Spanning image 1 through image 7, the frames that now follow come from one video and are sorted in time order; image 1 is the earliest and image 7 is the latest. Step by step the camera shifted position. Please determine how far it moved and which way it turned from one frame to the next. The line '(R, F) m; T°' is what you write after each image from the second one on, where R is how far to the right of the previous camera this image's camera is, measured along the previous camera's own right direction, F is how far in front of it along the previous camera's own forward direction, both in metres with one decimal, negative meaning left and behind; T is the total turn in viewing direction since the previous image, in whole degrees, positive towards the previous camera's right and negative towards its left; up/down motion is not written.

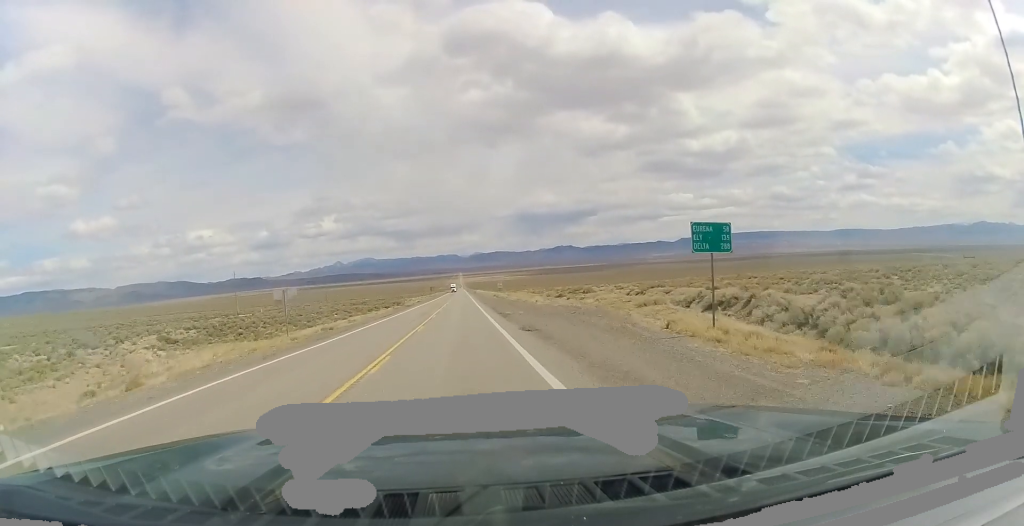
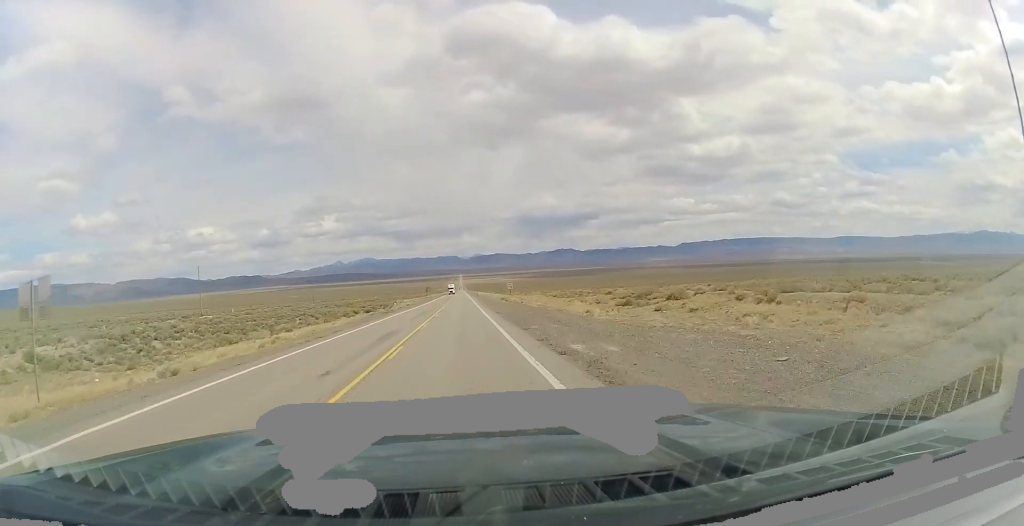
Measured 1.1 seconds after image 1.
(-0.2, +22.3) m; 0°
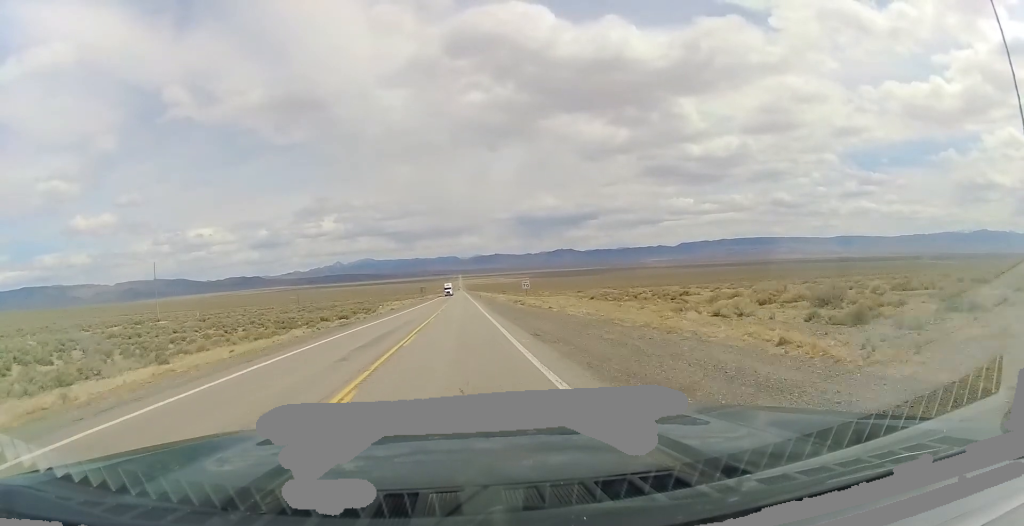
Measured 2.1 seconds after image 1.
(+0.2, +20.7) m; 0°
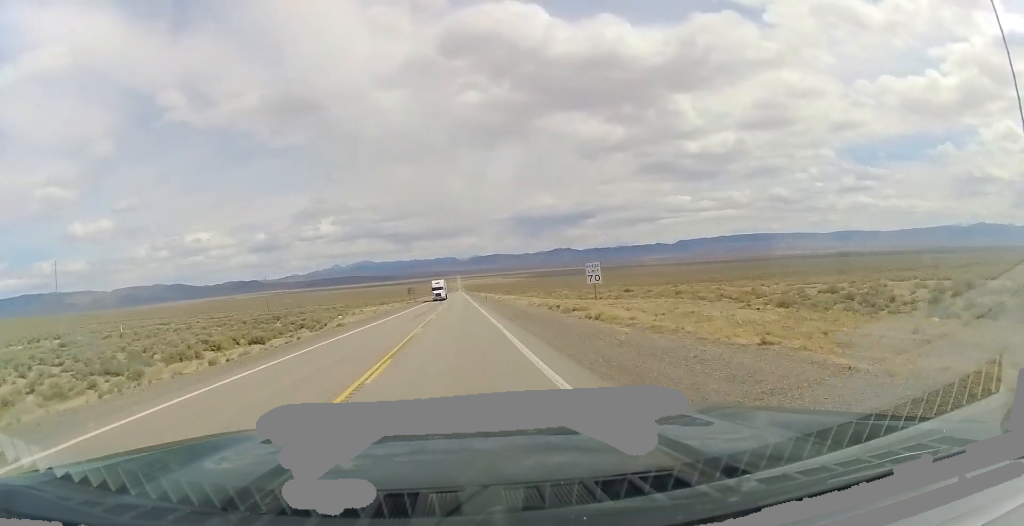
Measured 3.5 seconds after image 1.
(-0.3, +32.5) m; -1°
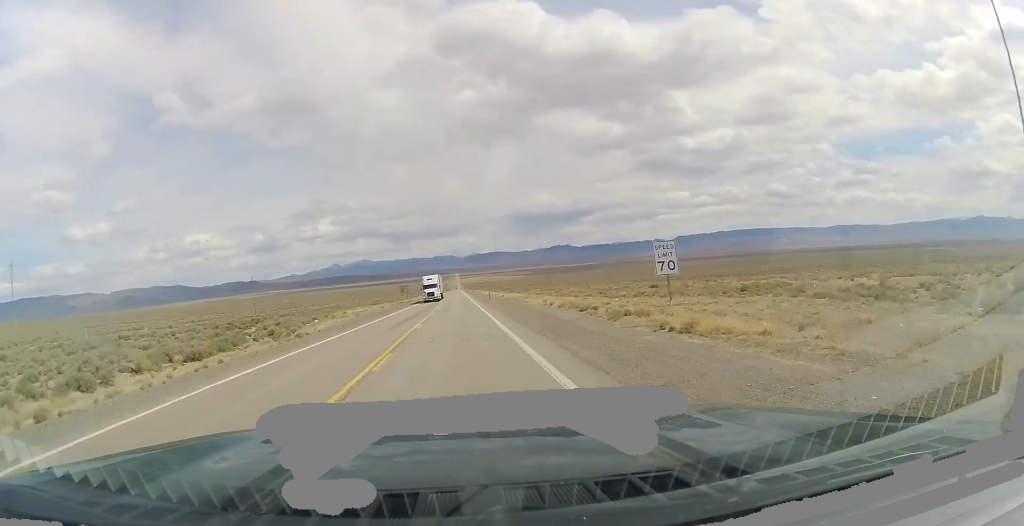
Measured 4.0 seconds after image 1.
(0.0, +11.1) m; 0°
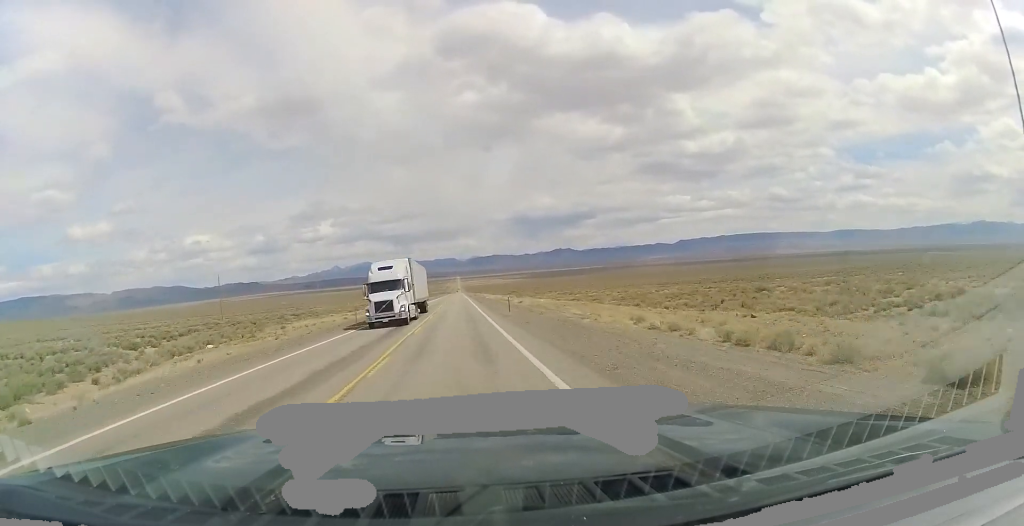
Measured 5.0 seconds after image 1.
(+0.1, +25.3) m; 0°
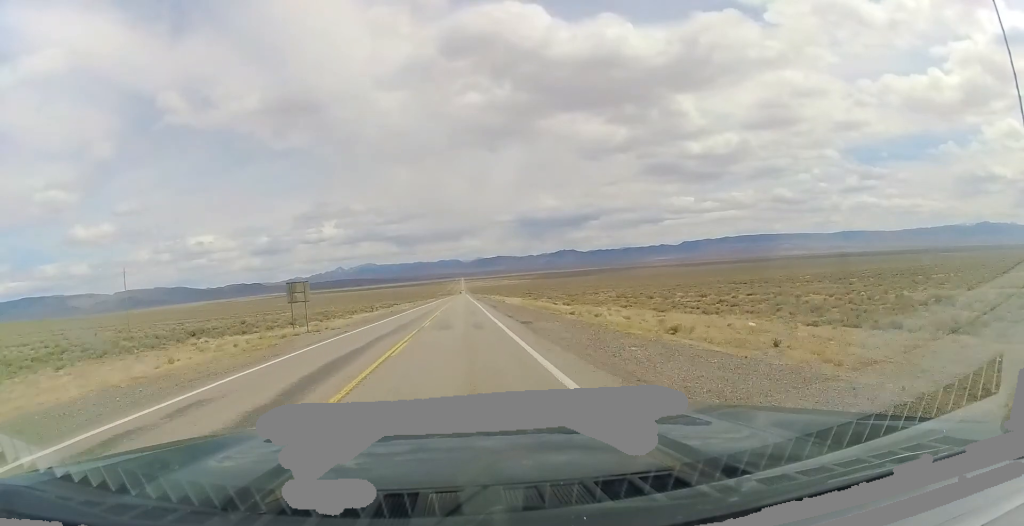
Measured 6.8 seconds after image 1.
(-0.6, +46.9) m; -1°
